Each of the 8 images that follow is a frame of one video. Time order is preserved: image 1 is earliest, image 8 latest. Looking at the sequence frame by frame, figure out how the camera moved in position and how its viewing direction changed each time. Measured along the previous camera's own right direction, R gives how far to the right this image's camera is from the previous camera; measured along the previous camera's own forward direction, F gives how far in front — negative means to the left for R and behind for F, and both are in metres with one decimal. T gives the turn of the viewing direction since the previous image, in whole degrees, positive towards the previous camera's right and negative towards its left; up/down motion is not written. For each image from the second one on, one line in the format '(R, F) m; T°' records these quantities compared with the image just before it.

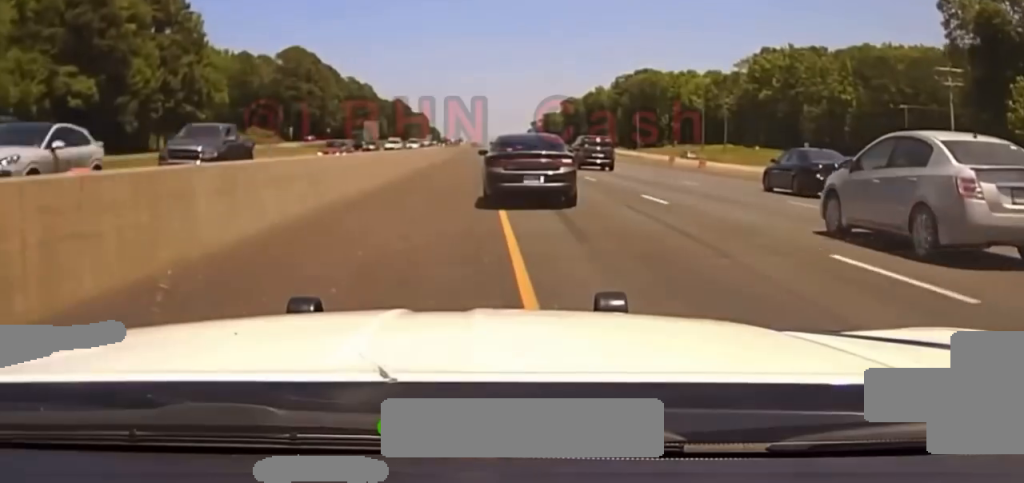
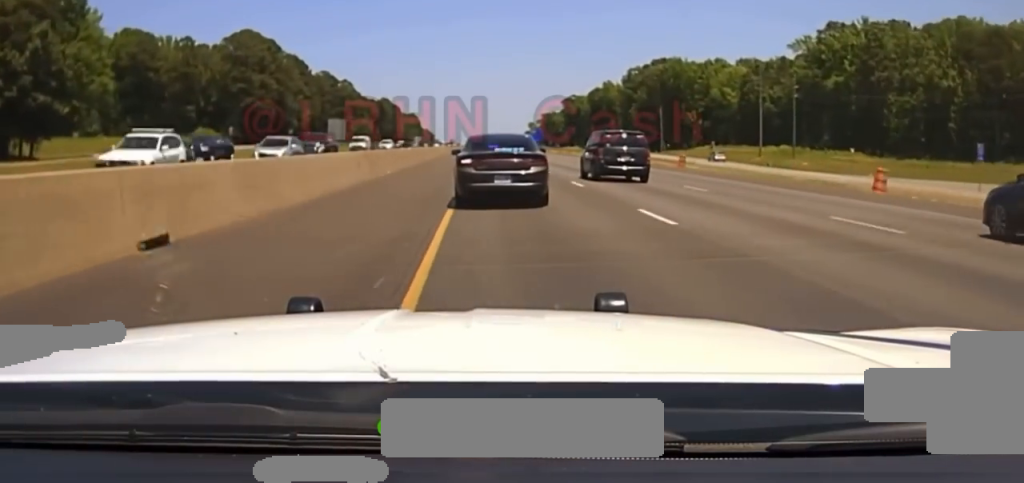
(+0.1, +39.0) m; +1°
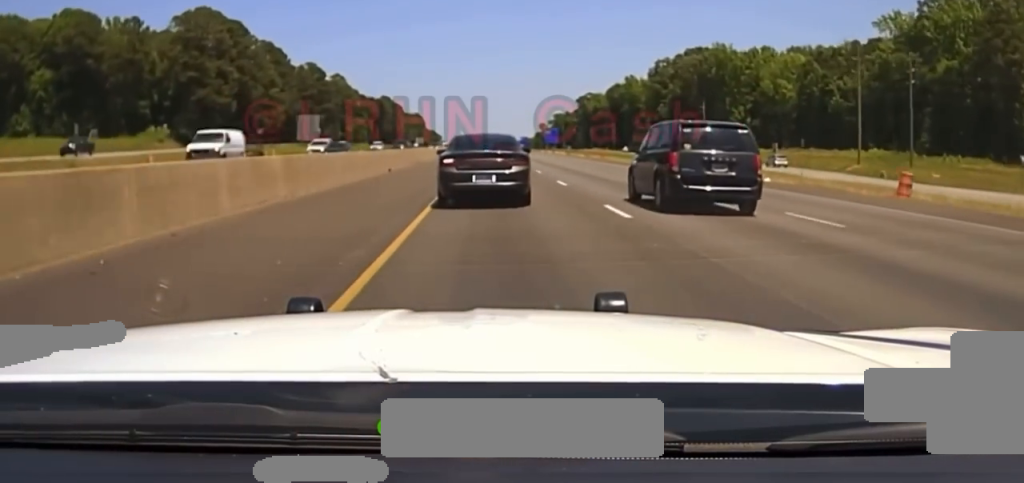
(+0.2, +31.7) m; 0°
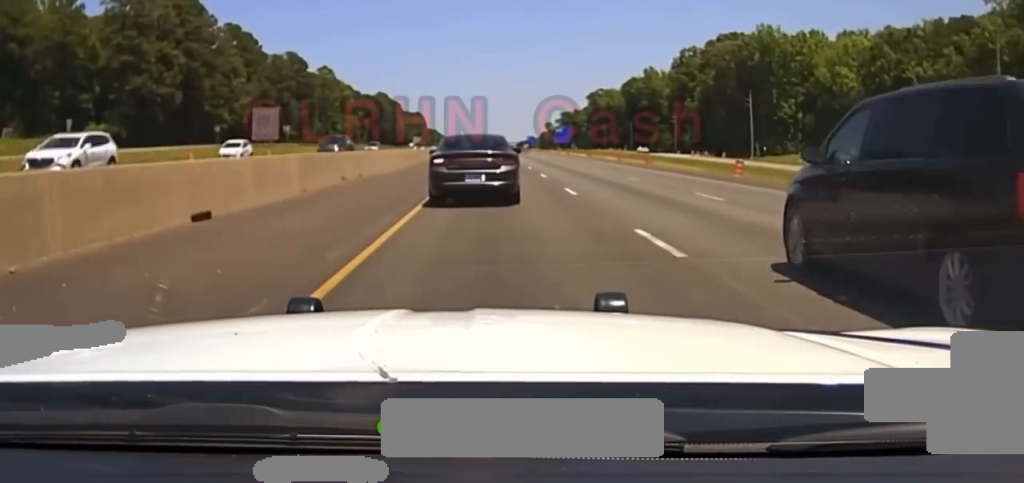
(+0.1, +26.9) m; 0°
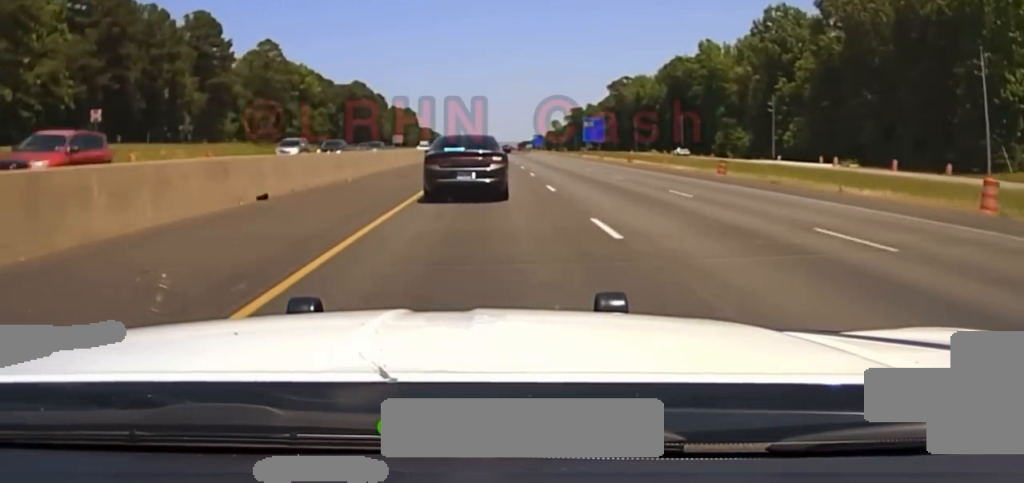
(-0.8, +68.4) m; -1°
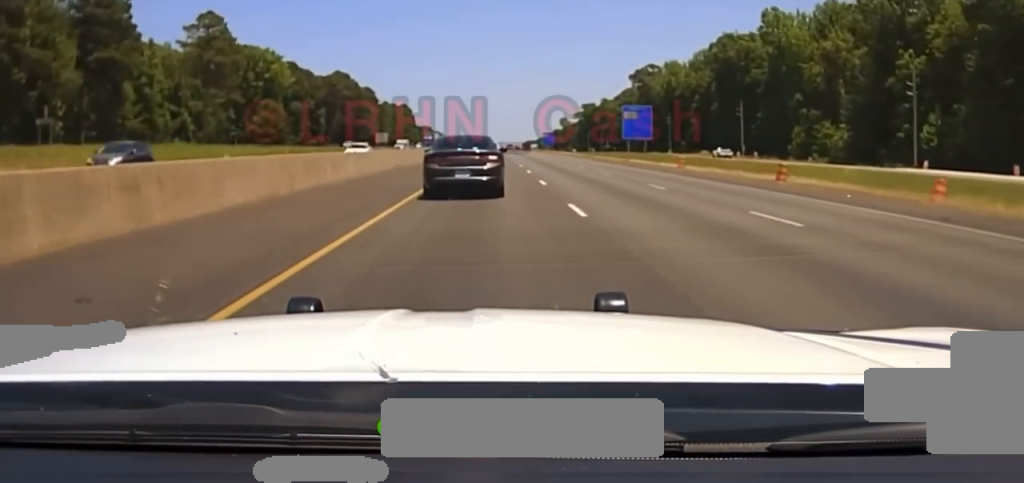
(+0.2, +44.7) m; 0°
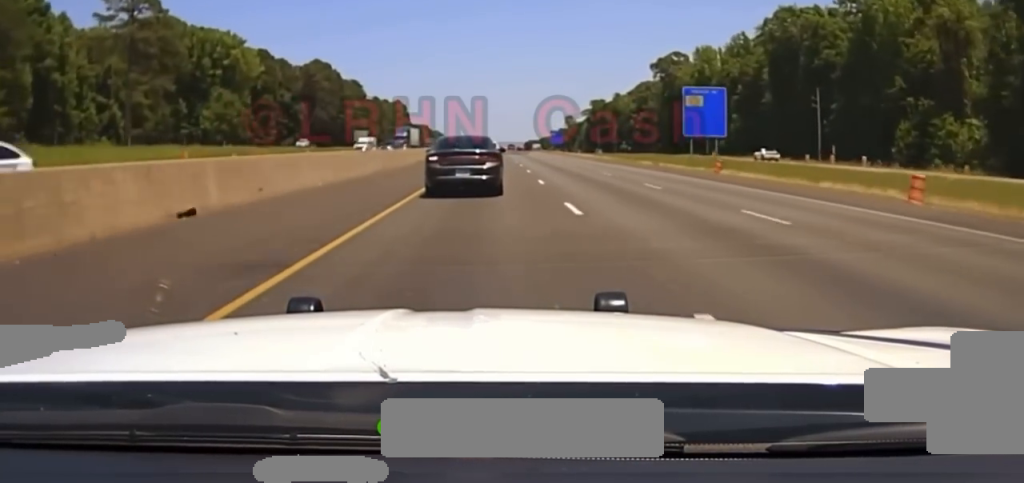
(+0.1, +36.2) m; 0°
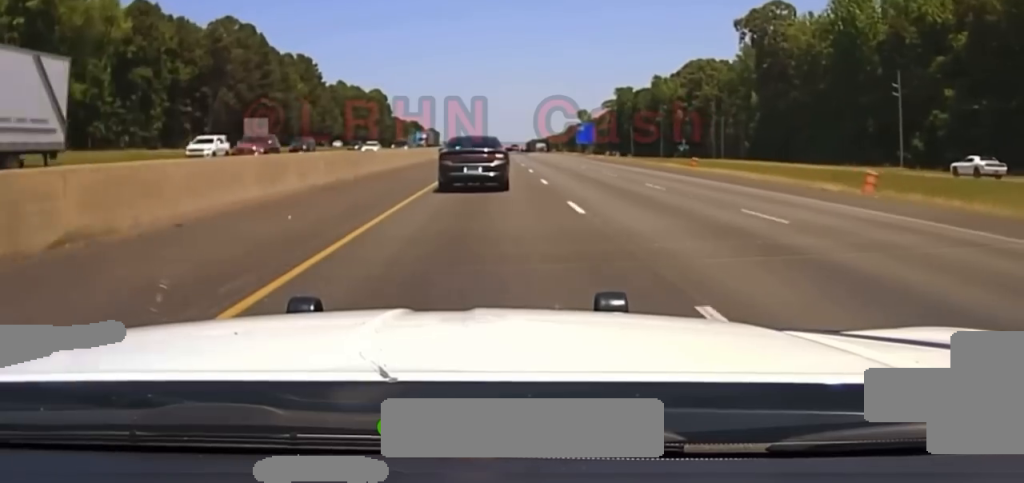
(-0.5, +88.0) m; -1°
